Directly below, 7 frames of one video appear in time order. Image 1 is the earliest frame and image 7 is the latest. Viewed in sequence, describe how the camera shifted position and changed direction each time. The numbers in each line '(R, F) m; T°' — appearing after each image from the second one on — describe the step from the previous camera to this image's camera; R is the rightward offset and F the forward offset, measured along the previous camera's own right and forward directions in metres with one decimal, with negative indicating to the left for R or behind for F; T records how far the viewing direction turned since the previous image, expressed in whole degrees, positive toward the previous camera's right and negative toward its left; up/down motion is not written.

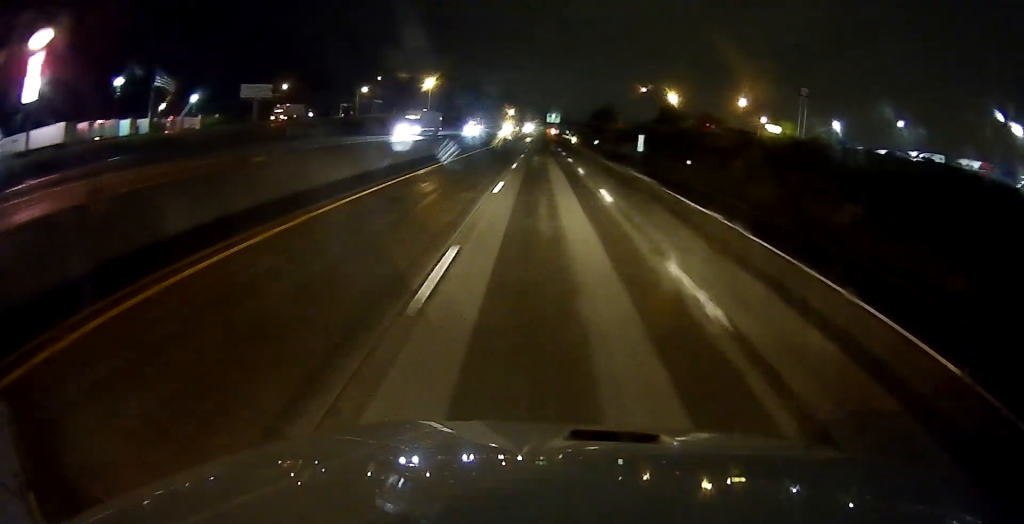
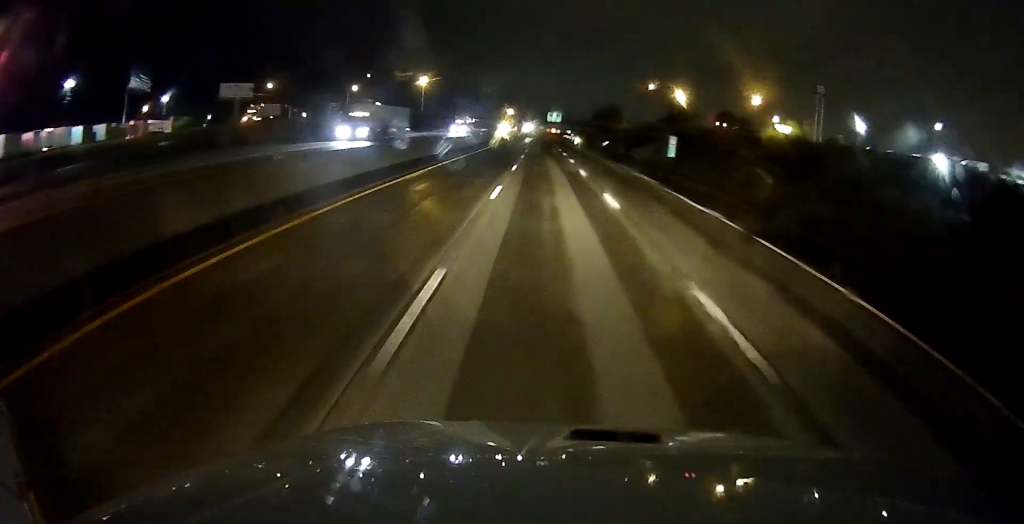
(+0.3, +13.7) m; 0°
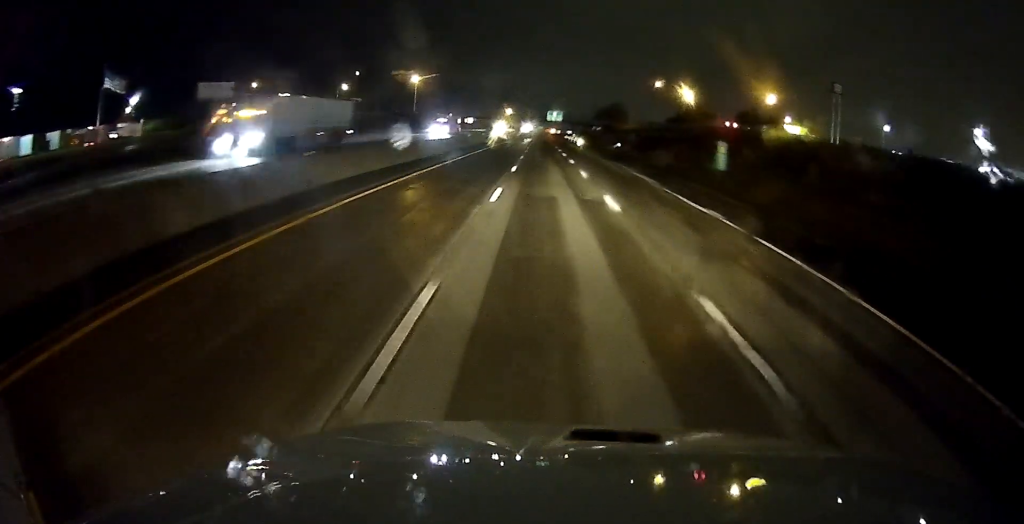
(-0.3, +12.8) m; 0°
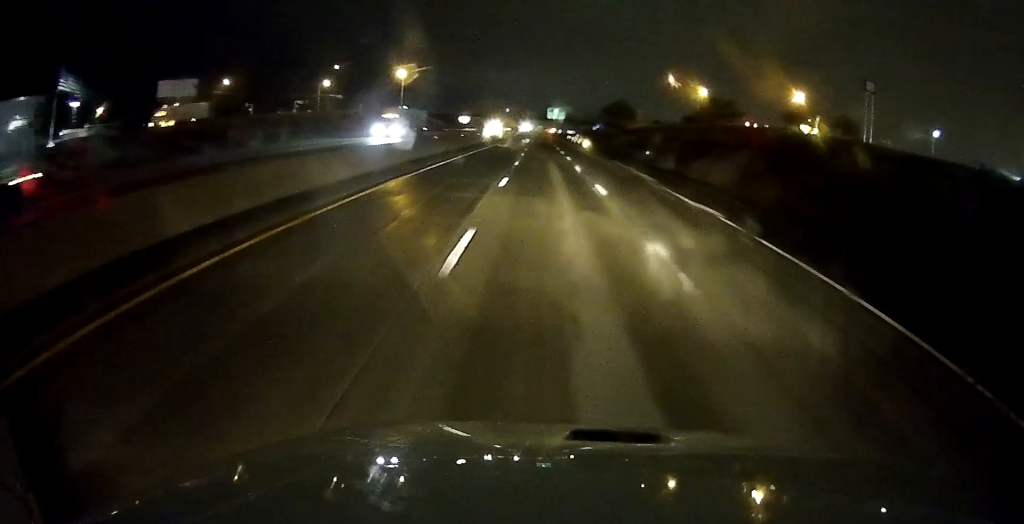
(-0.3, +20.7) m; 0°
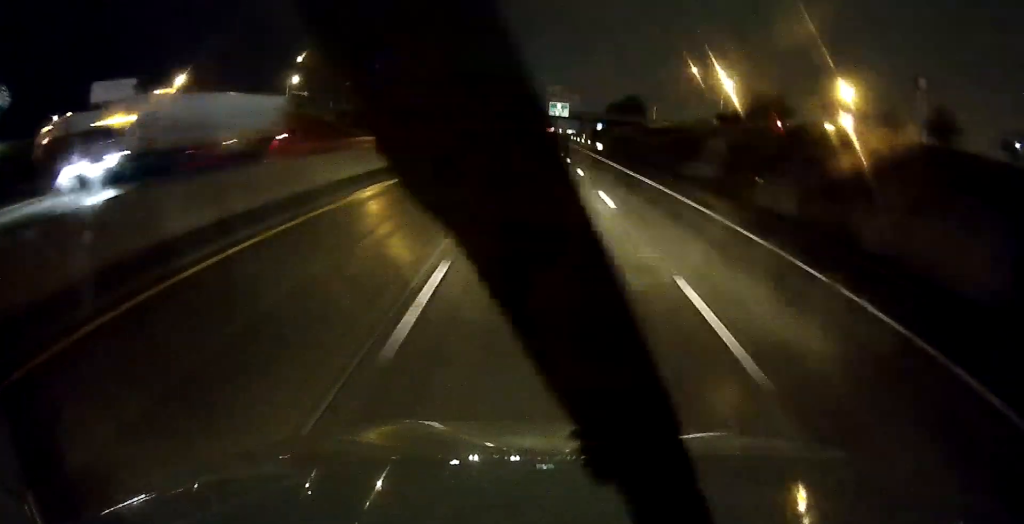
(+0.5, +27.6) m; 0°
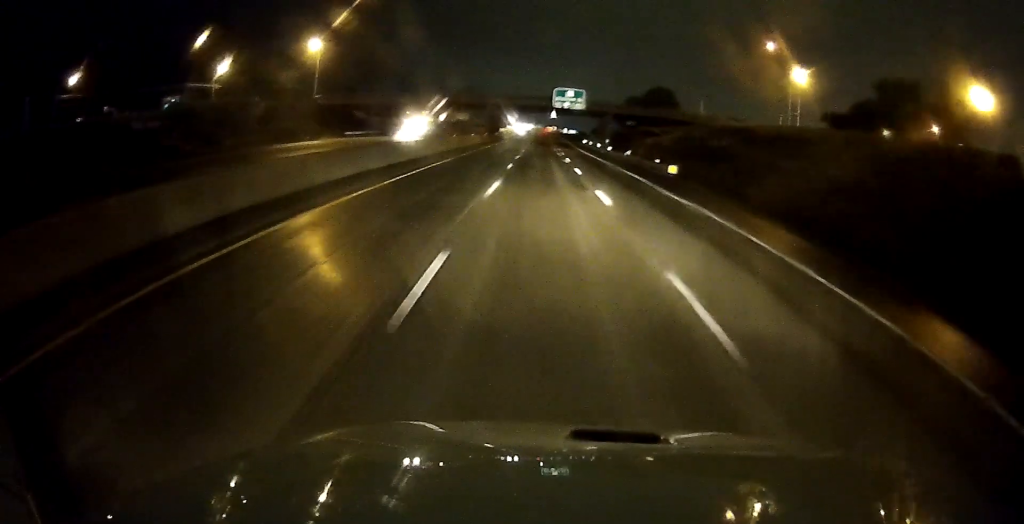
(-0.1, +48.3) m; 0°
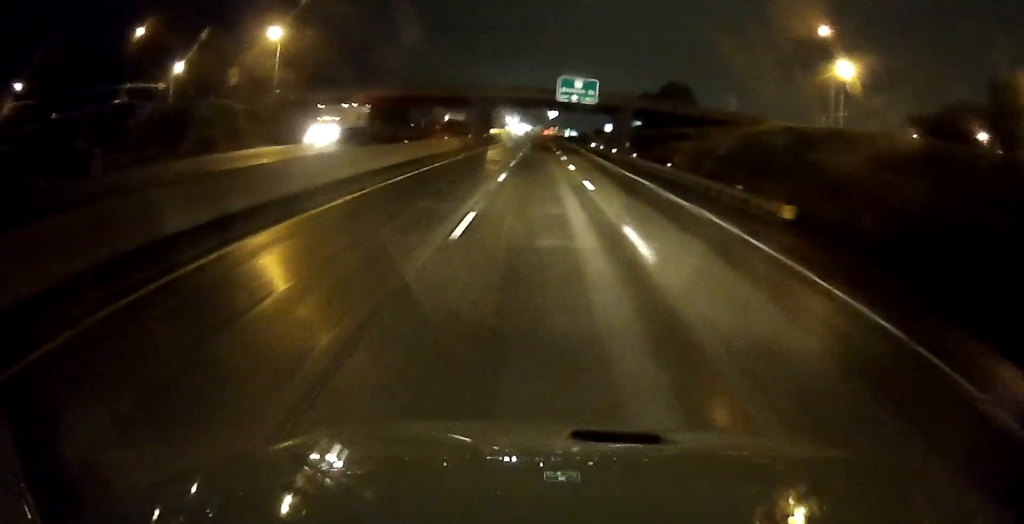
(-0.1, +19.8) m; -1°
